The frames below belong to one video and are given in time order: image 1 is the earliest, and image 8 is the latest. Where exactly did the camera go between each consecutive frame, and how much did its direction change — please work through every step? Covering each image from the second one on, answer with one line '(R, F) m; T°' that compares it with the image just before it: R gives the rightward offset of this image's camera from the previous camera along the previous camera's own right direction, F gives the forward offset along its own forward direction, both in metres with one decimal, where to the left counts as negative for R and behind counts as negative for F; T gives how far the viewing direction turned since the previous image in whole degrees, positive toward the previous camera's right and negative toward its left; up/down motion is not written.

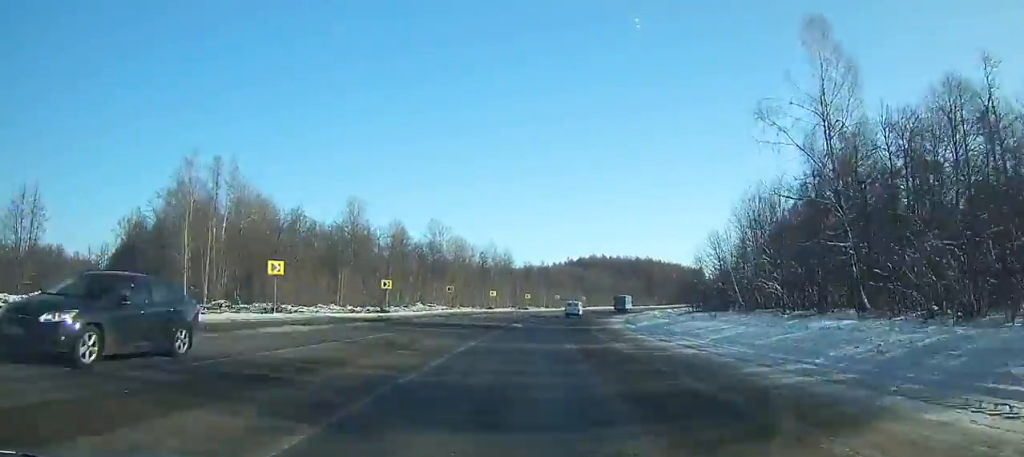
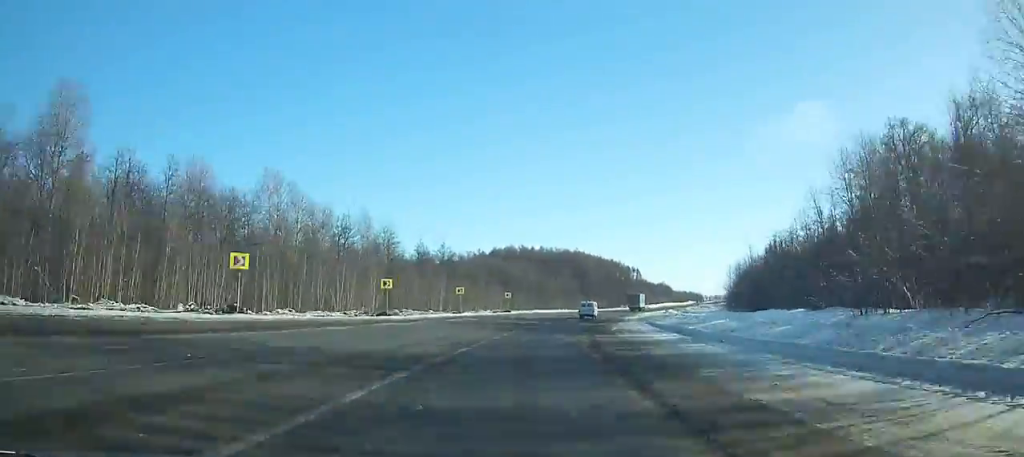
(+2.7, +61.7) m; +8°
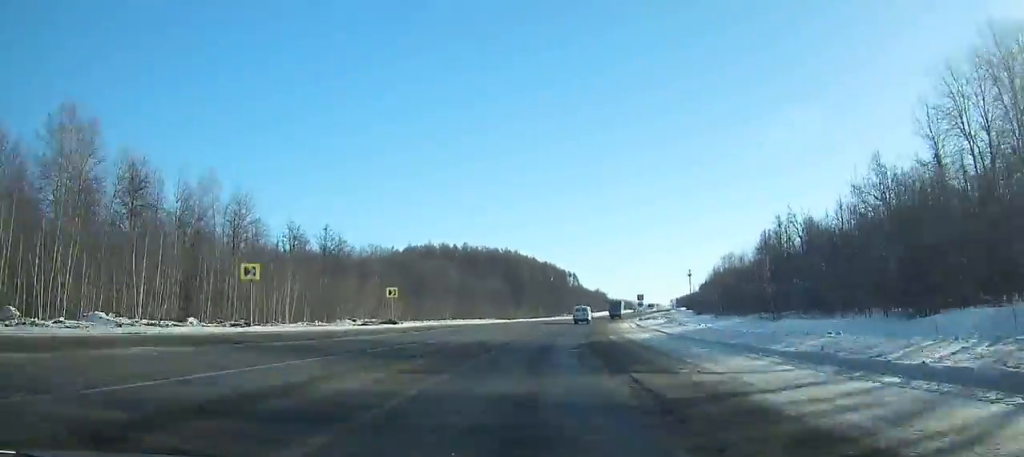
(+3.8, +38.4) m; +7°
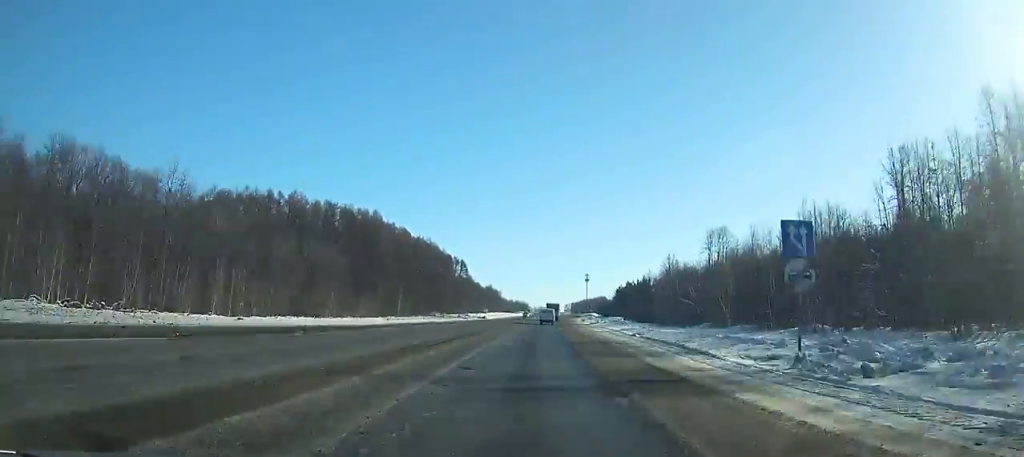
(+7.7, +69.9) m; +11°
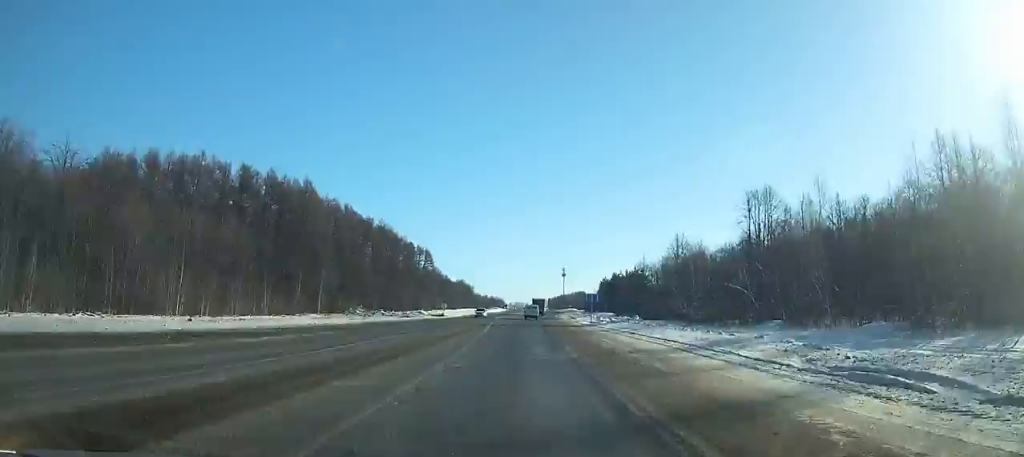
(+1.2, +30.5) m; +2°
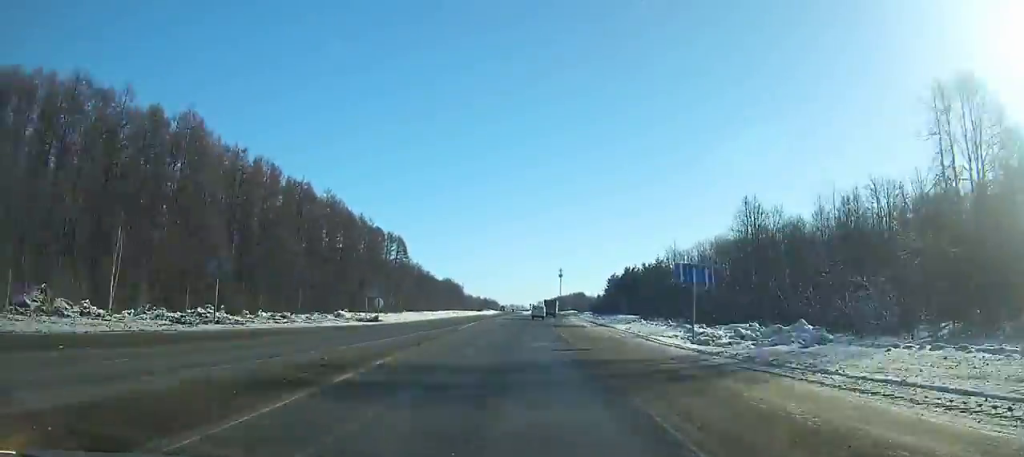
(+0.9, +38.2) m; +2°
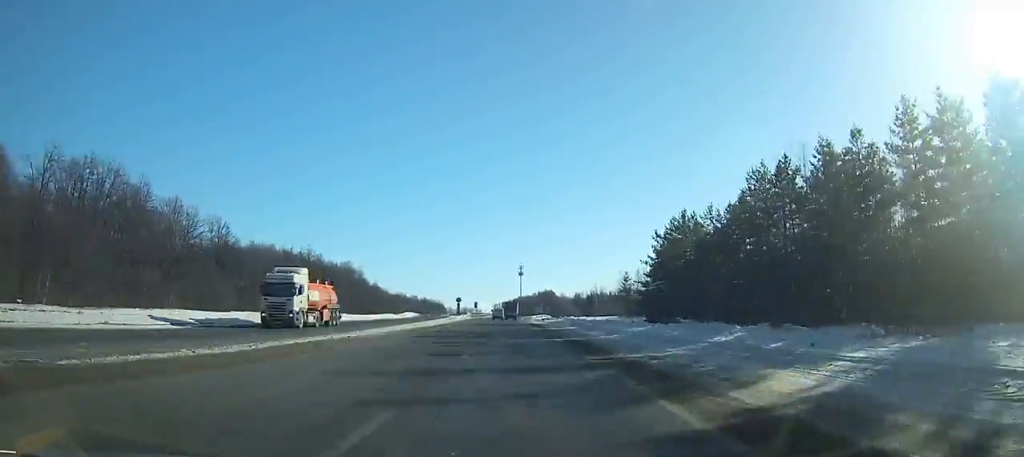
(+6.4, +143.9) m; +3°
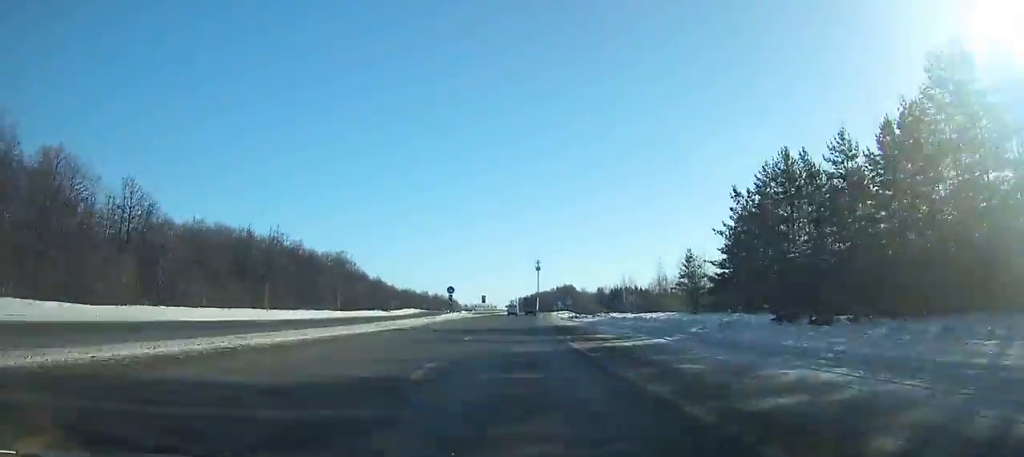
(+0.3, +28.3) m; 0°
